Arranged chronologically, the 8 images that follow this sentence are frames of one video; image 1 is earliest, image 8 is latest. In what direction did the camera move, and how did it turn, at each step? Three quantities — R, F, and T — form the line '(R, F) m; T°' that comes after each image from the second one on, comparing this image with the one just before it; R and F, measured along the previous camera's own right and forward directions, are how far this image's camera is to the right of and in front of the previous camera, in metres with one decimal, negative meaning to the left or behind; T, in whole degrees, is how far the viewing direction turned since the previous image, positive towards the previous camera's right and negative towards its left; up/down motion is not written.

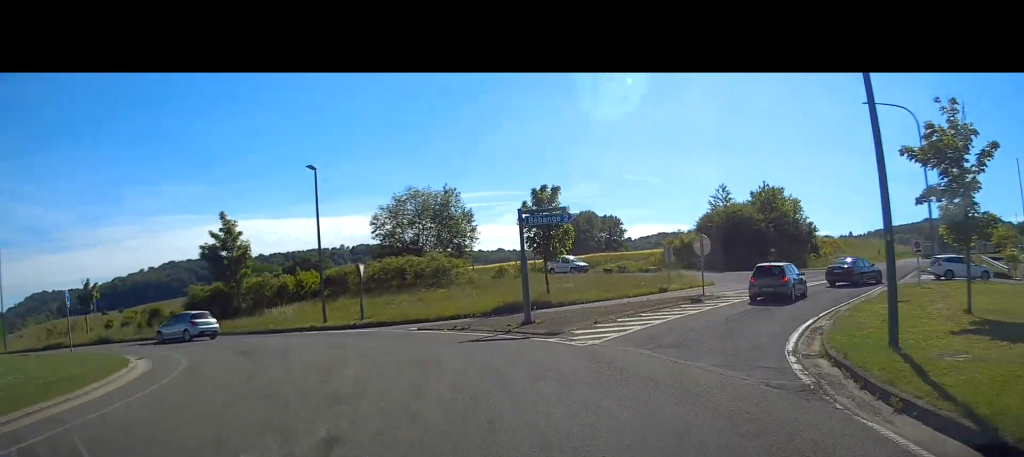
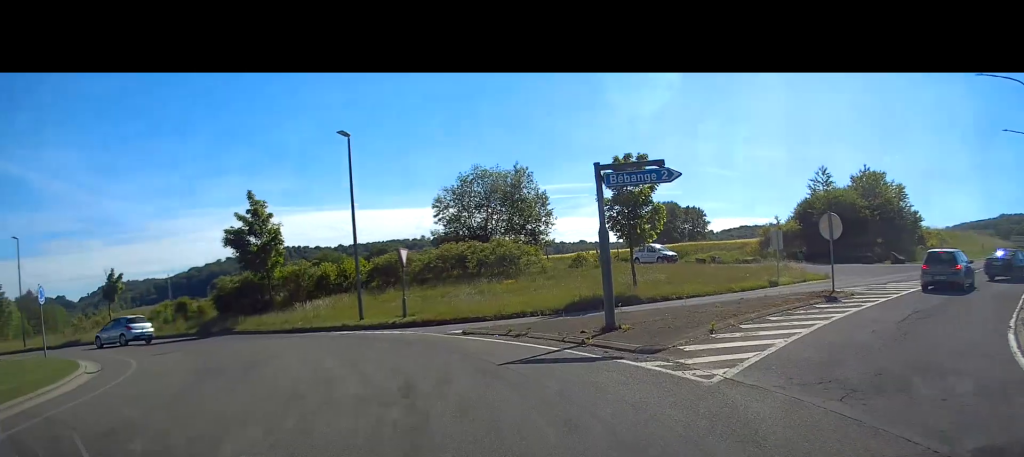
(-0.4, +5.8) m; -9°
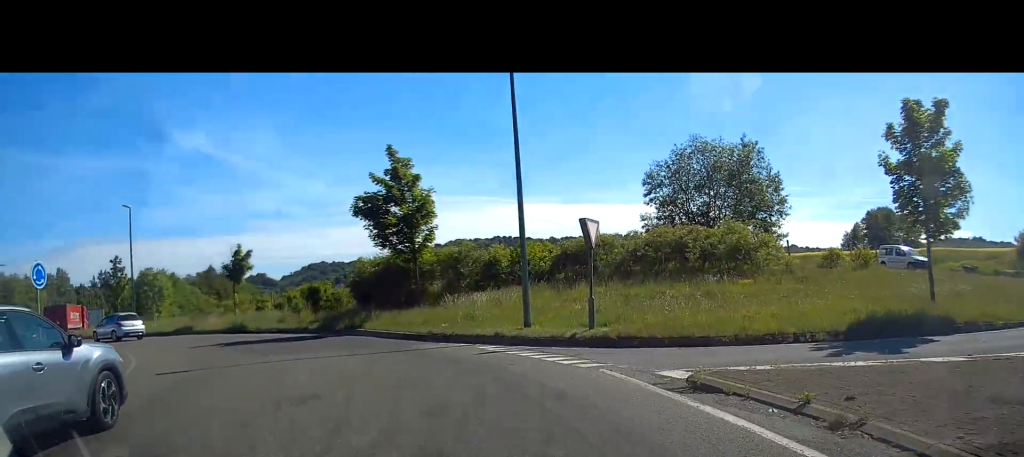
(-1.6, +9.8) m; -20°
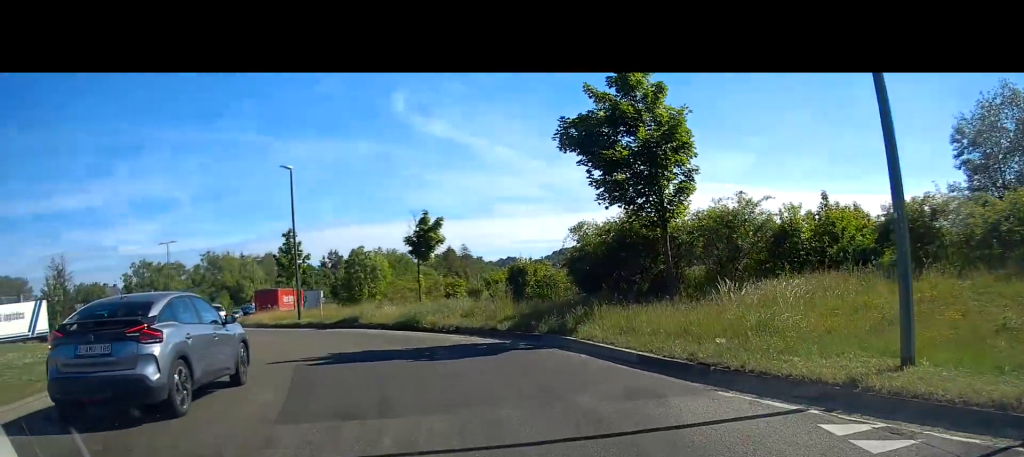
(-1.7, +10.5) m; -19°
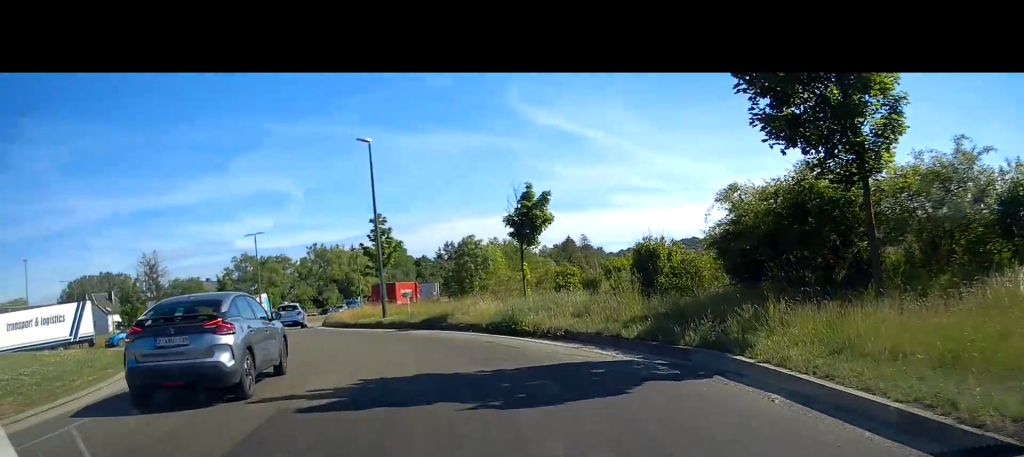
(-0.6, +5.7) m; -9°
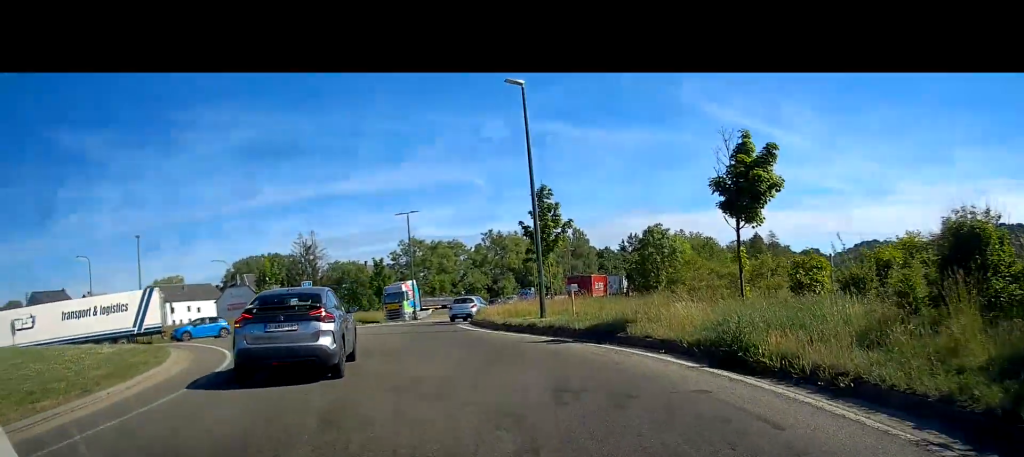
(-0.8, +7.9) m; -13°
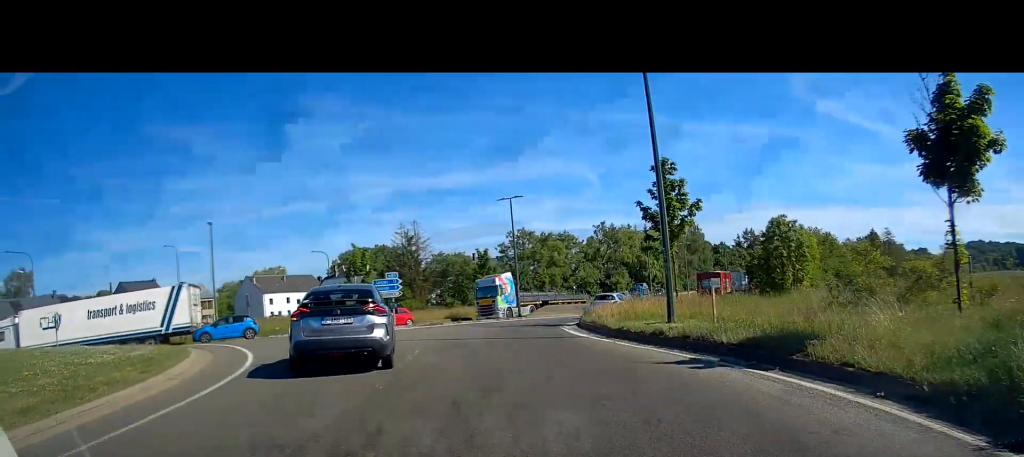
(-0.1, +5.2) m; -8°
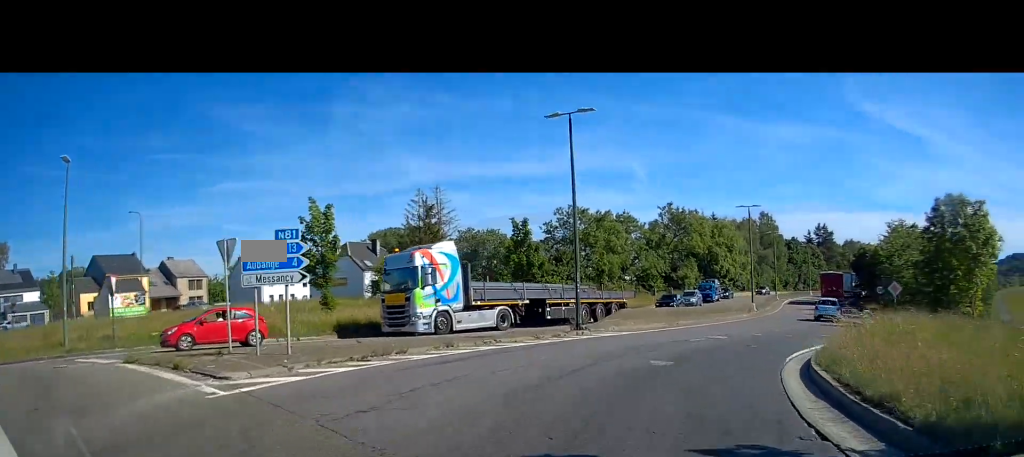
(-1.2, +20.6) m; 0°
